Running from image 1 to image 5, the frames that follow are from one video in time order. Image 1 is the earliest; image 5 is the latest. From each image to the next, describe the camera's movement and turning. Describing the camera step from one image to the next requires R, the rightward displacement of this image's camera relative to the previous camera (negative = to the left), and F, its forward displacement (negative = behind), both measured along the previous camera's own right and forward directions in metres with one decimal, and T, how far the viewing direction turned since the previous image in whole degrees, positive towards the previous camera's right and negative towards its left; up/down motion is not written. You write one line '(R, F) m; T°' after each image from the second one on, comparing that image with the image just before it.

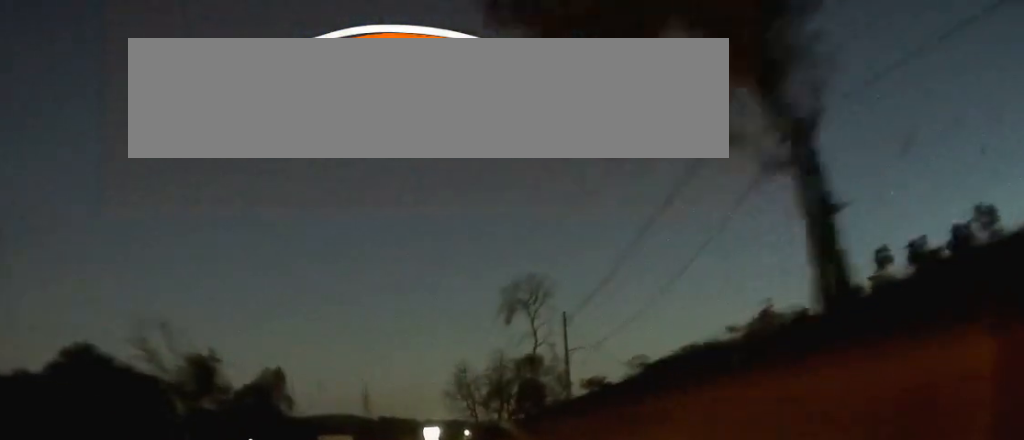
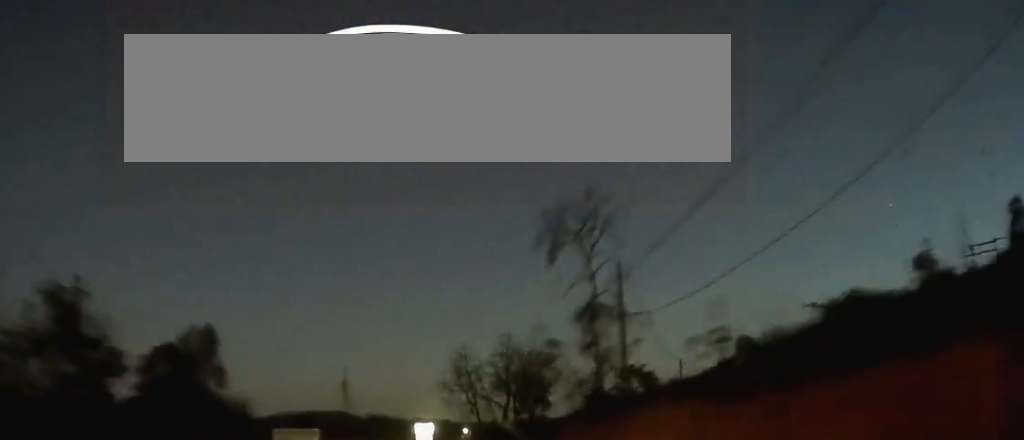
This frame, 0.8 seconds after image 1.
(+0.4, +16.9) m; +4°
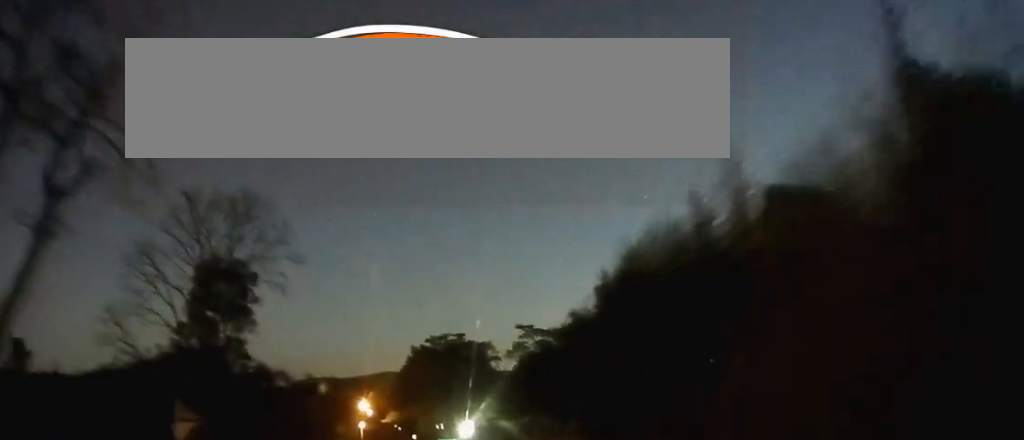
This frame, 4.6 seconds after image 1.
(+15.9, +74.2) m; +20°
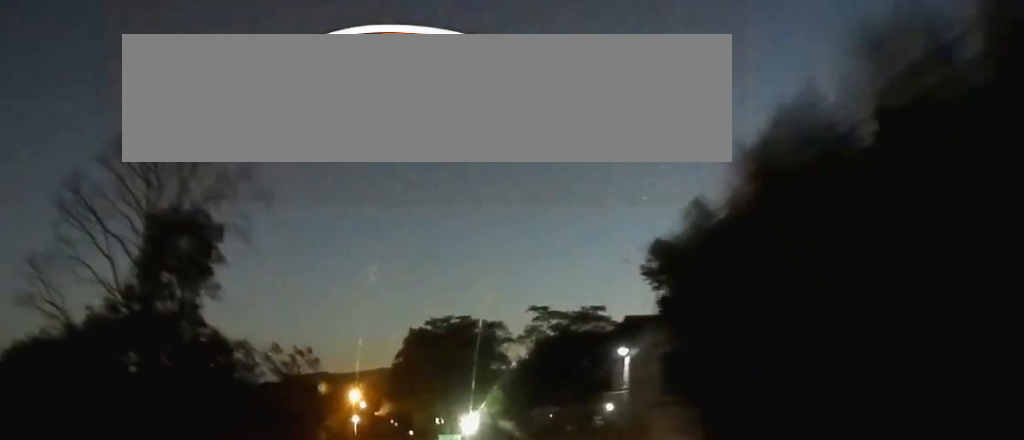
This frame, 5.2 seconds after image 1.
(0.0, +13.6) m; 0°
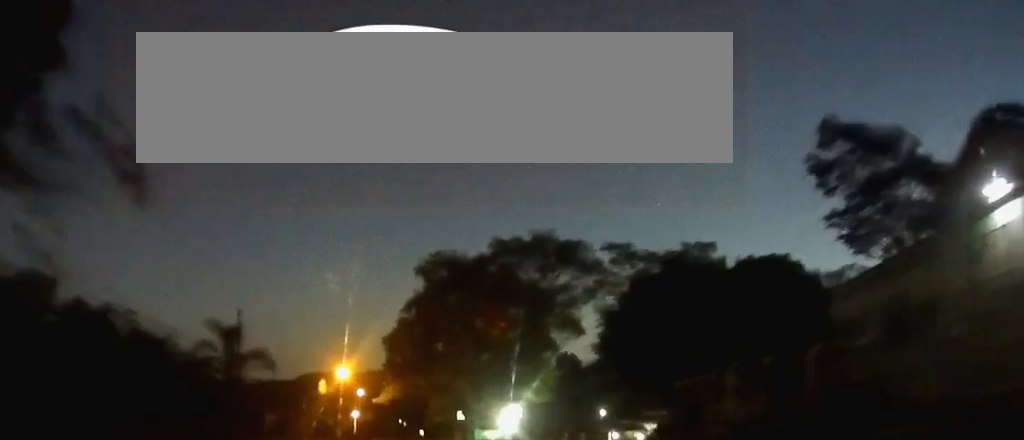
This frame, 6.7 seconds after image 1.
(0.0, +32.0) m; 0°
